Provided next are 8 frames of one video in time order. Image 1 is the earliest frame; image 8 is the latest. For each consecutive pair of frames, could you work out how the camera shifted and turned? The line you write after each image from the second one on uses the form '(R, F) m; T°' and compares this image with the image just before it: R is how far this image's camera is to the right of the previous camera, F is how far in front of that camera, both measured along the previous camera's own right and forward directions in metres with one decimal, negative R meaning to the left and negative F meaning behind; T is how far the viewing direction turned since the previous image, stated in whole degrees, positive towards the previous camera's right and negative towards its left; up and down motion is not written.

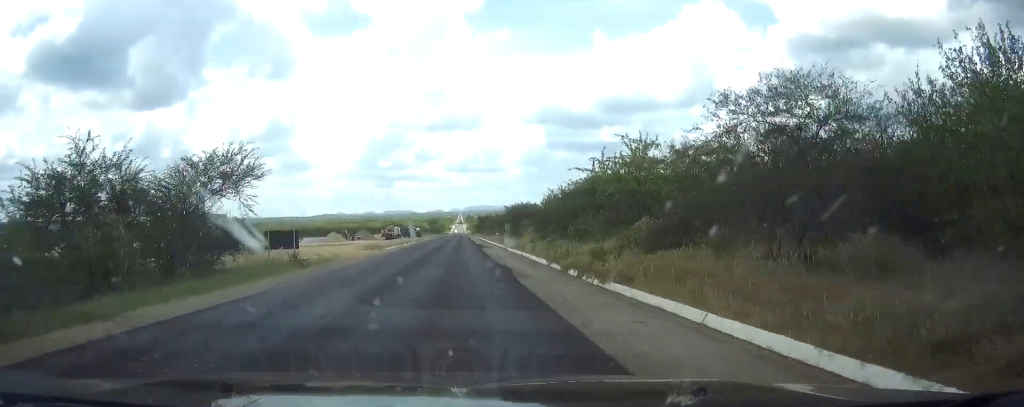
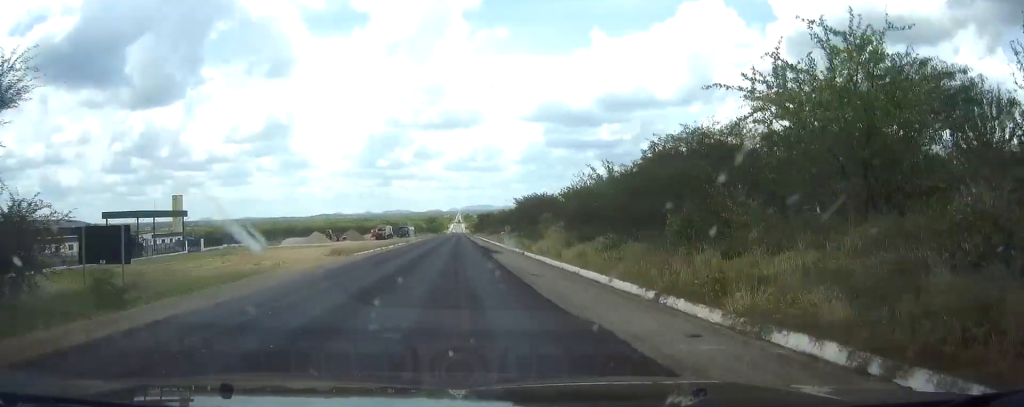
(0.0, +20.1) m; 0°
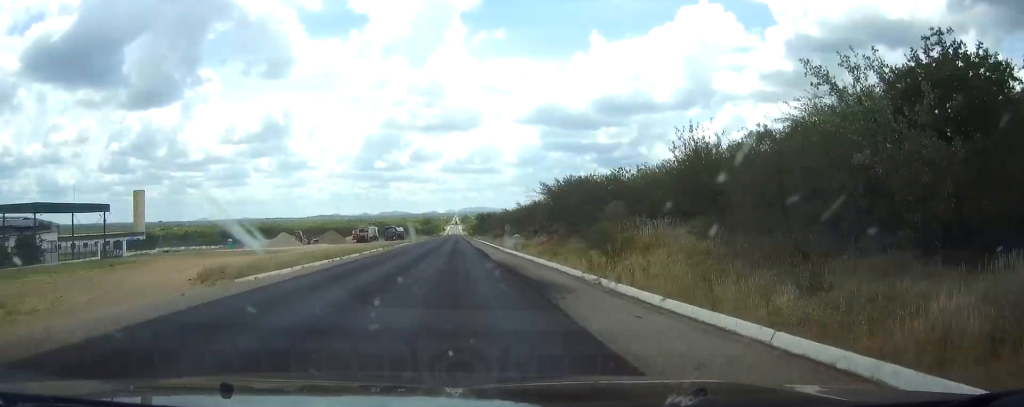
(0.0, +27.3) m; 0°
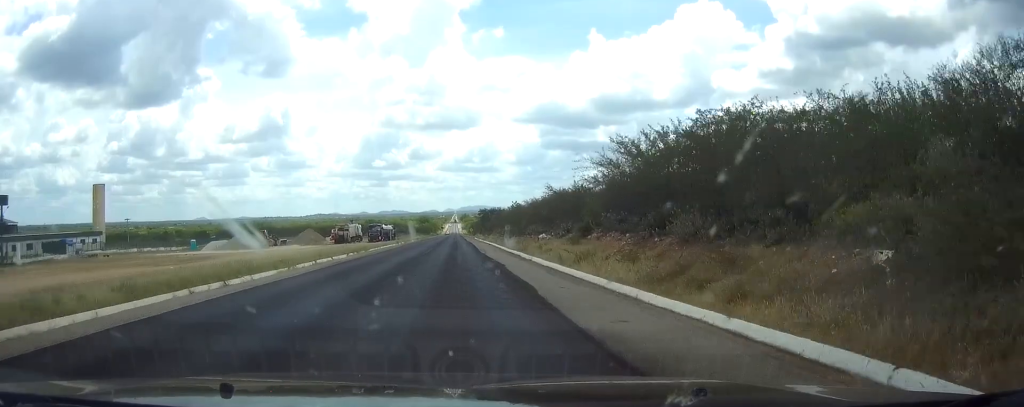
(0.0, +25.0) m; 0°
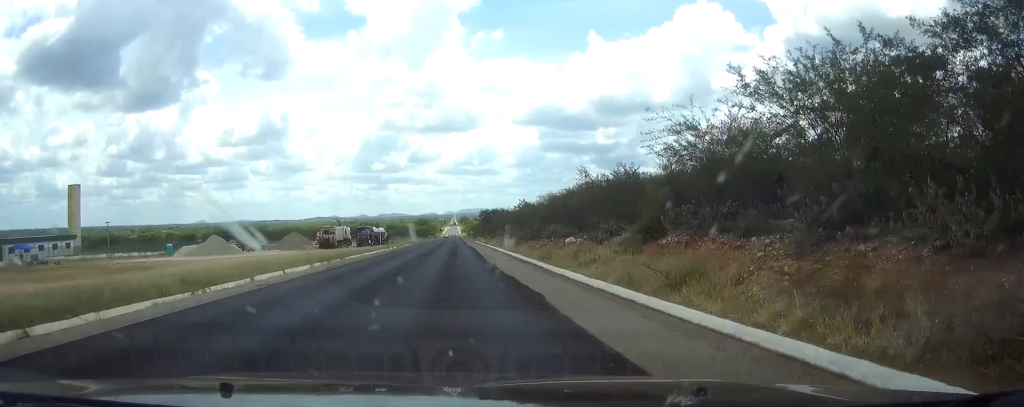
(0.0, +13.1) m; 0°
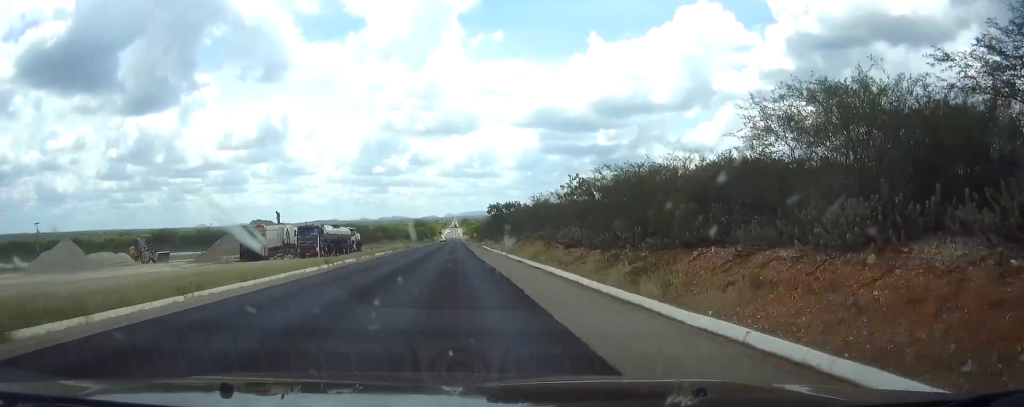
(0.0, +39.6) m; 0°
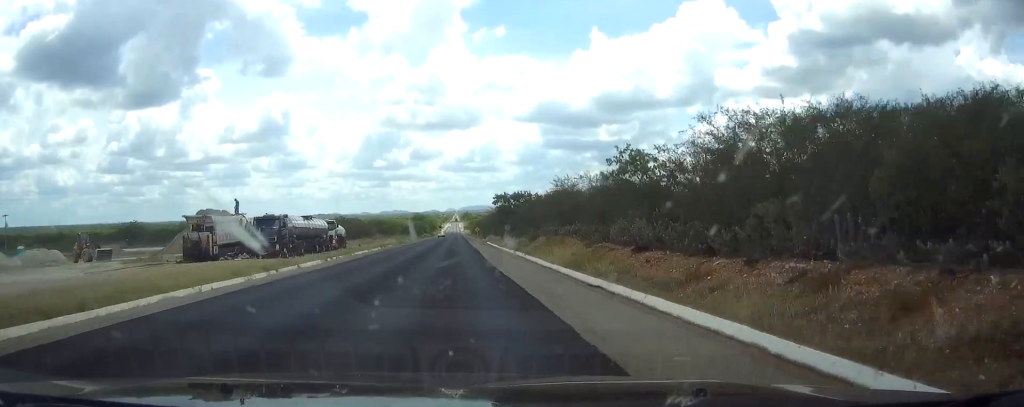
(0.0, +15.7) m; 0°
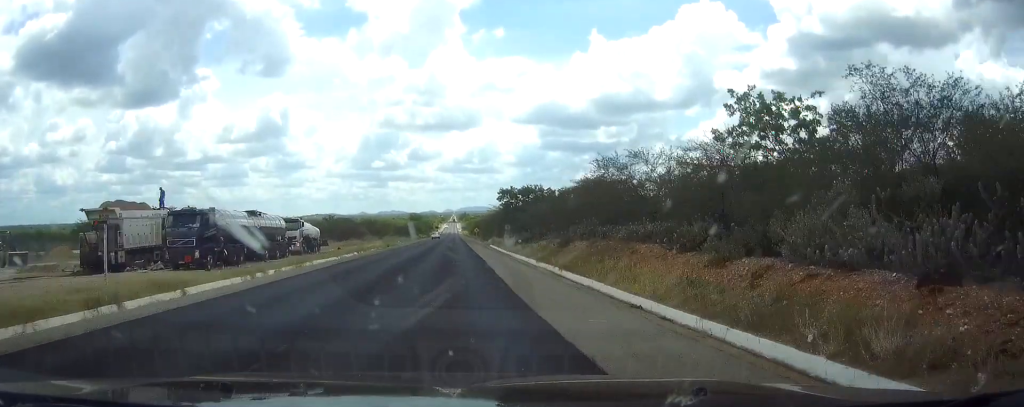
(0.0, +15.7) m; 0°
